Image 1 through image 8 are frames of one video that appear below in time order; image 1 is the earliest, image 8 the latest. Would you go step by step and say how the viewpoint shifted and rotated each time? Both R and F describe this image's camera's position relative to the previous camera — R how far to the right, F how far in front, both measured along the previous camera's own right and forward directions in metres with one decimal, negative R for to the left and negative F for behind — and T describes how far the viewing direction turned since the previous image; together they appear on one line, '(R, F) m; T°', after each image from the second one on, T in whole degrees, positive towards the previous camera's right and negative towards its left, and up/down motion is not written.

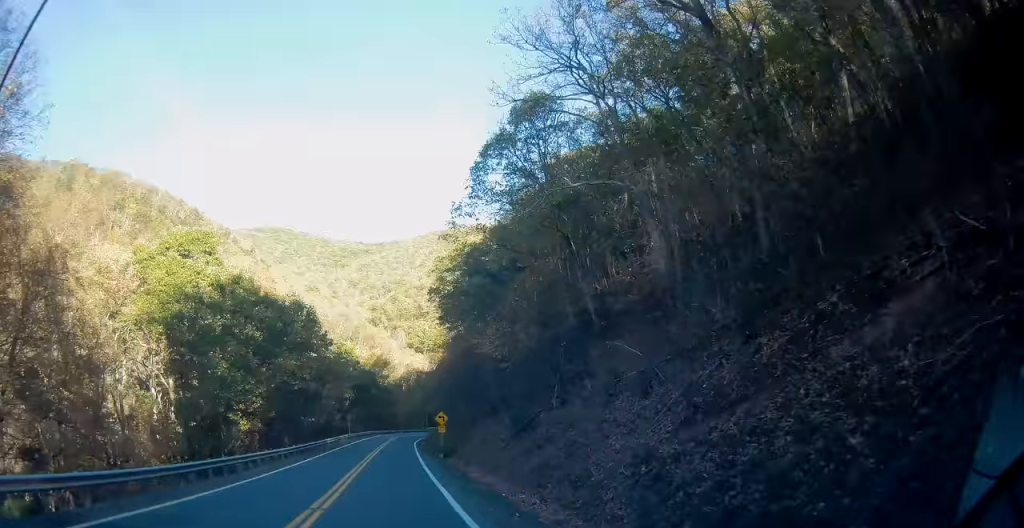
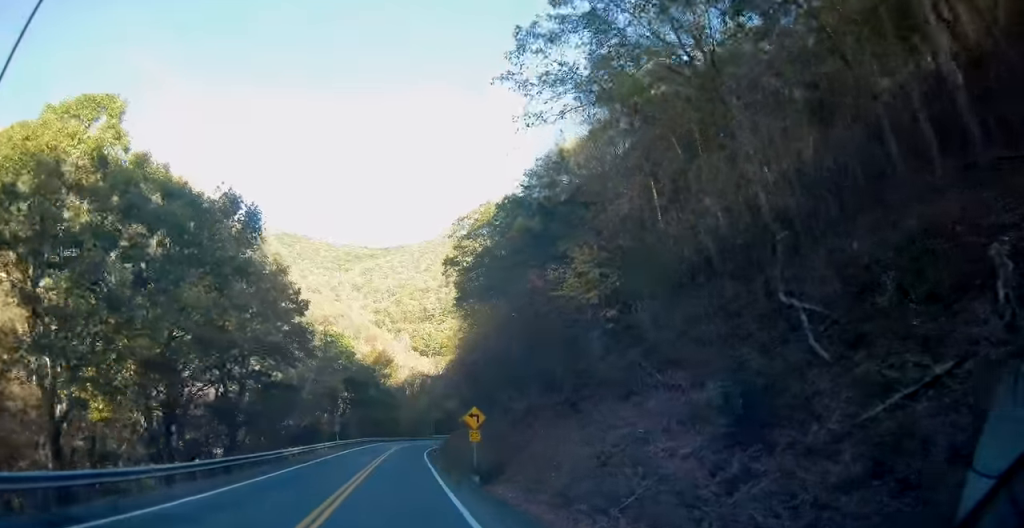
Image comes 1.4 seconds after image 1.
(-0.2, +19.5) m; -1°
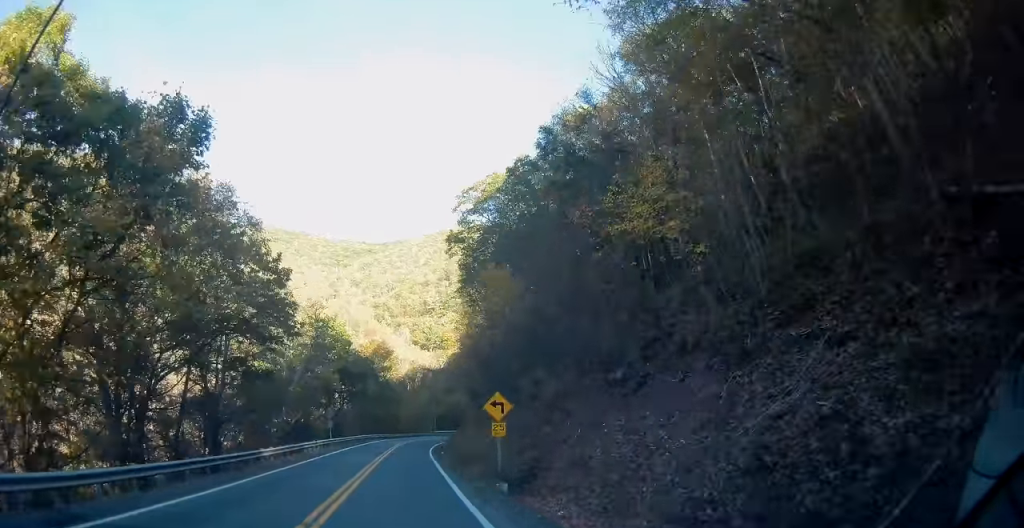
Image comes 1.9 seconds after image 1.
(0.0, +7.2) m; 0°
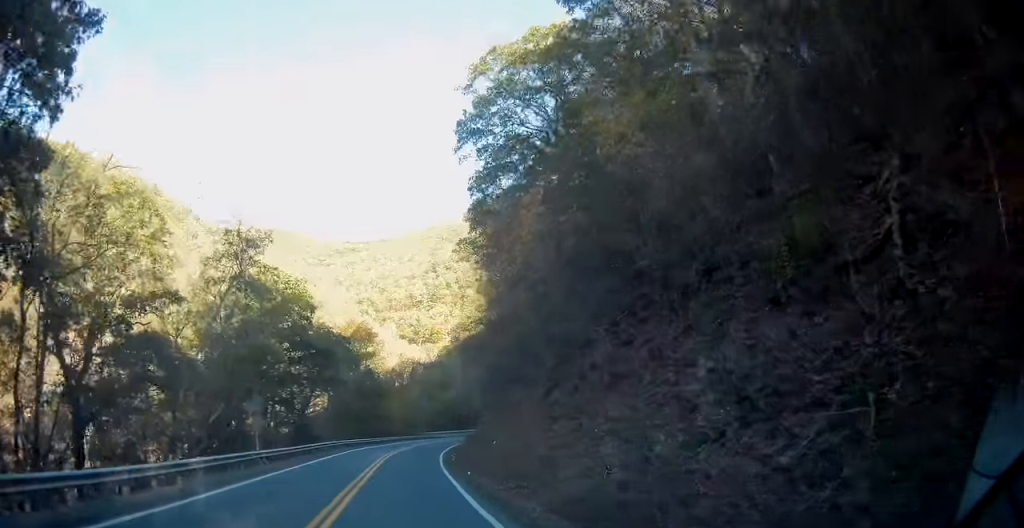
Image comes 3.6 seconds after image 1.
(+0.3, +24.7) m; +2°
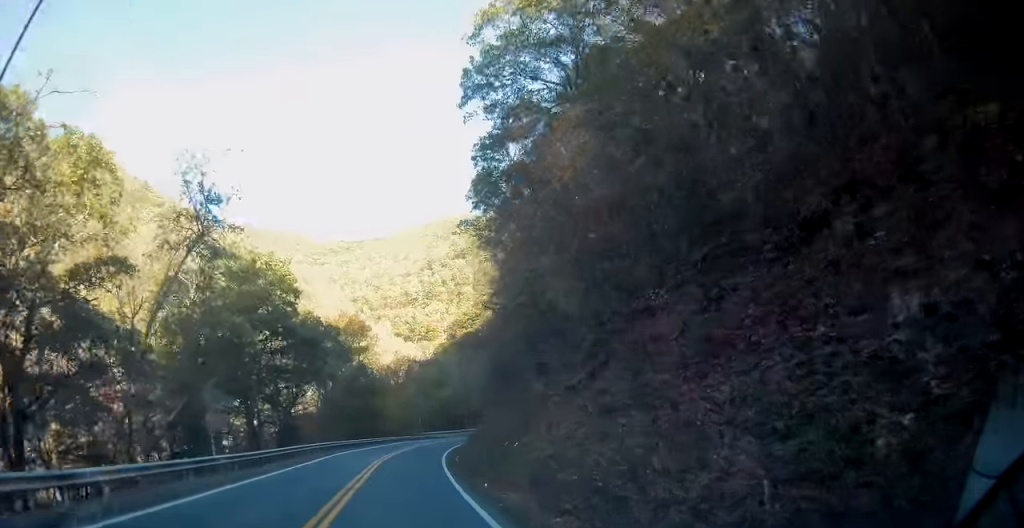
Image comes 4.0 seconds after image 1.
(+0.1, +6.4) m; 0°
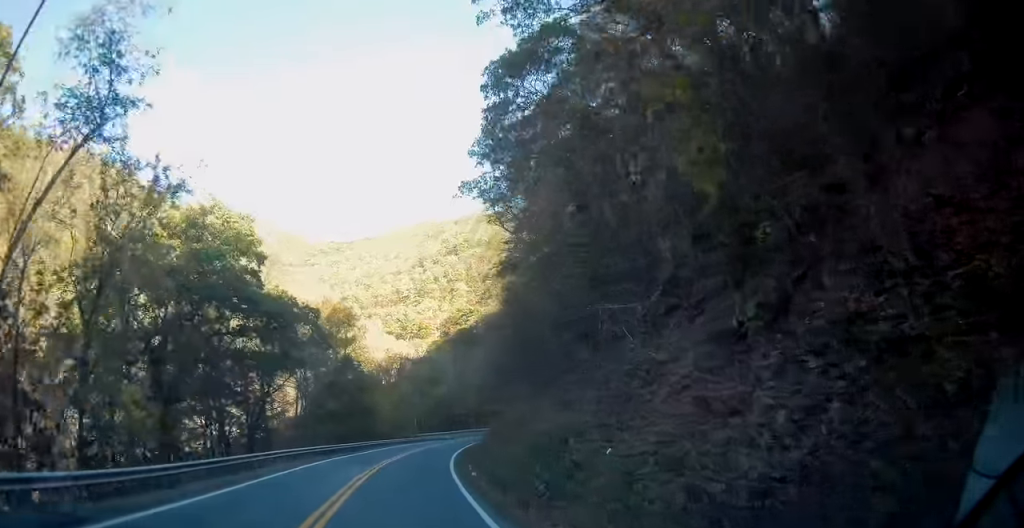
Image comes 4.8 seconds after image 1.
(0.0, +10.9) m; 0°
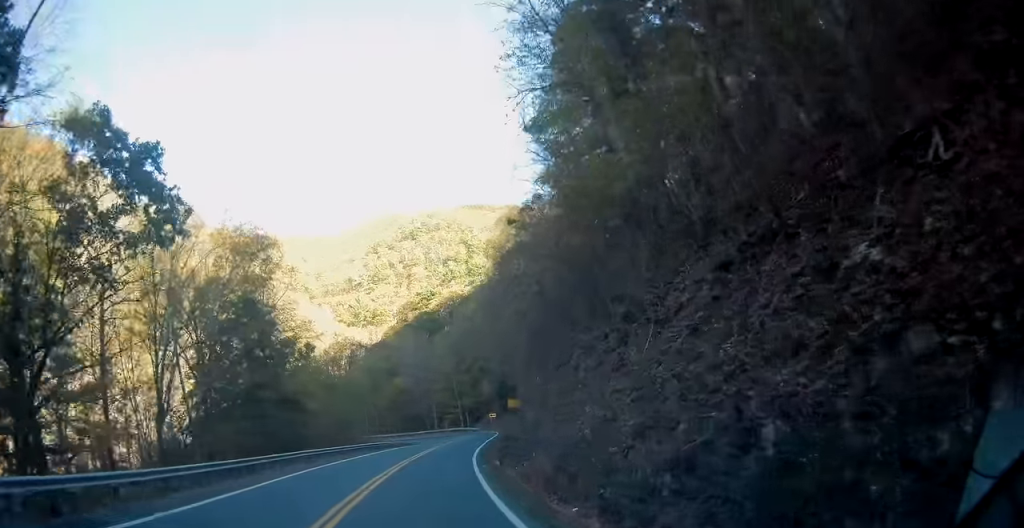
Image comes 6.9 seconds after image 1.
(+0.6, +32.3) m; +4°
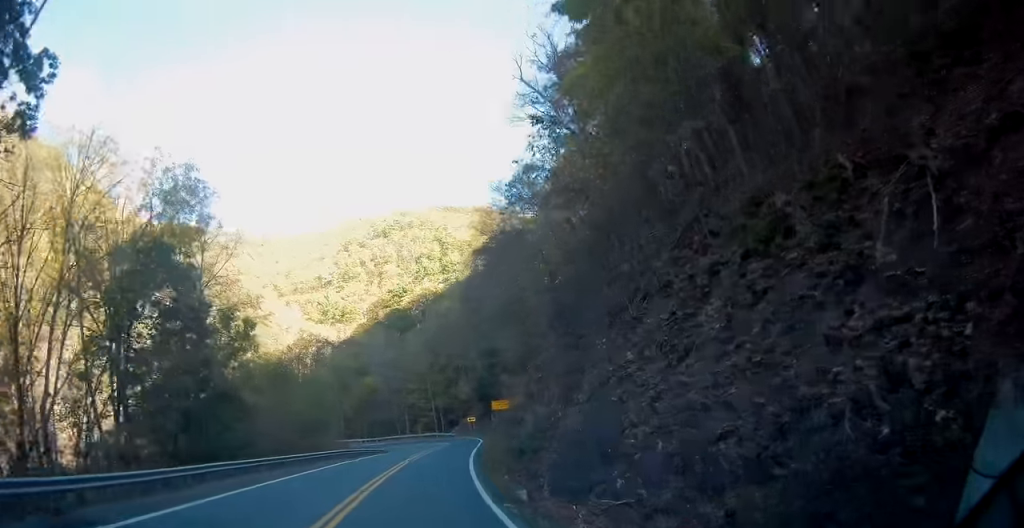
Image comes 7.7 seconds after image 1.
(+0.2, +12.4) m; +2°
